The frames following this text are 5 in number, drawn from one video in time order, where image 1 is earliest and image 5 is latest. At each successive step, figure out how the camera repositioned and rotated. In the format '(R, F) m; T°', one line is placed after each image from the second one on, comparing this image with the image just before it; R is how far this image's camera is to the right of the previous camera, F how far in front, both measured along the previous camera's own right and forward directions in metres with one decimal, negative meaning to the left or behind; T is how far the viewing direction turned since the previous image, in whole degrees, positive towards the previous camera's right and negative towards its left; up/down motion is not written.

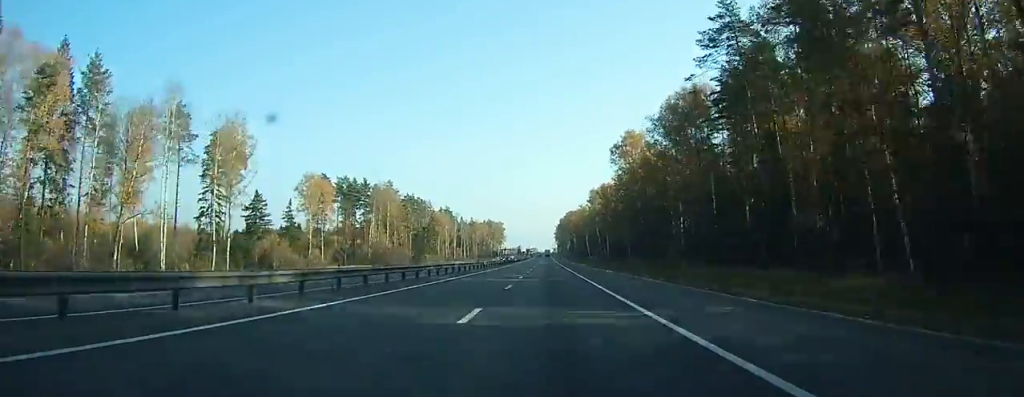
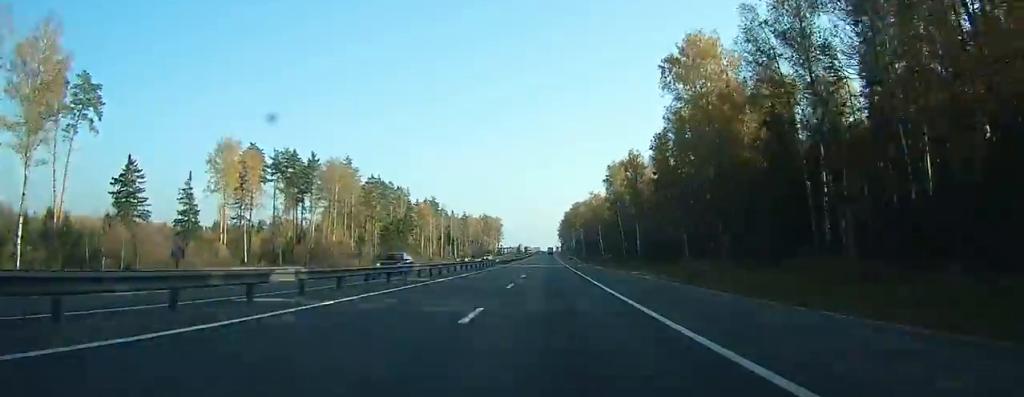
(+0.1, +47.3) m; 0°
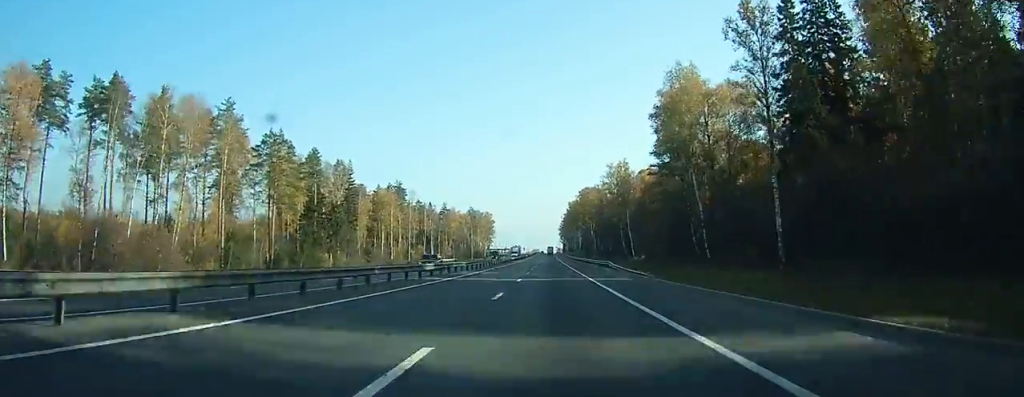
(-0.2, +66.4) m; 0°
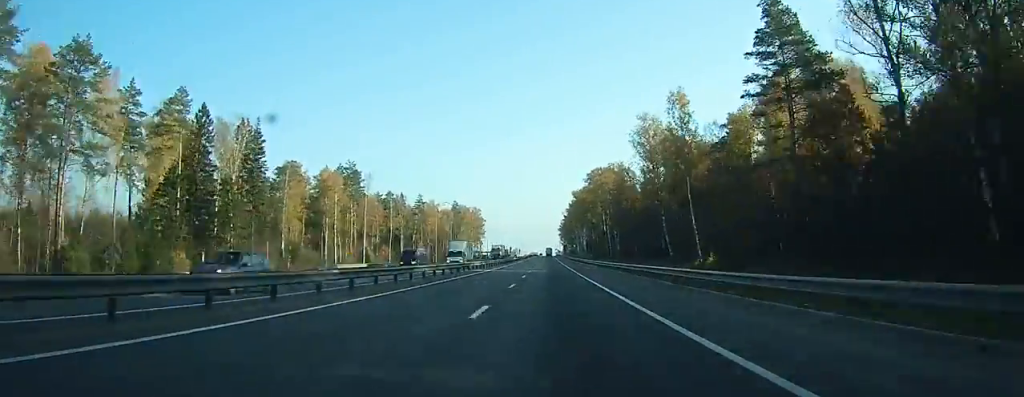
(-0.1, +53.1) m; 0°
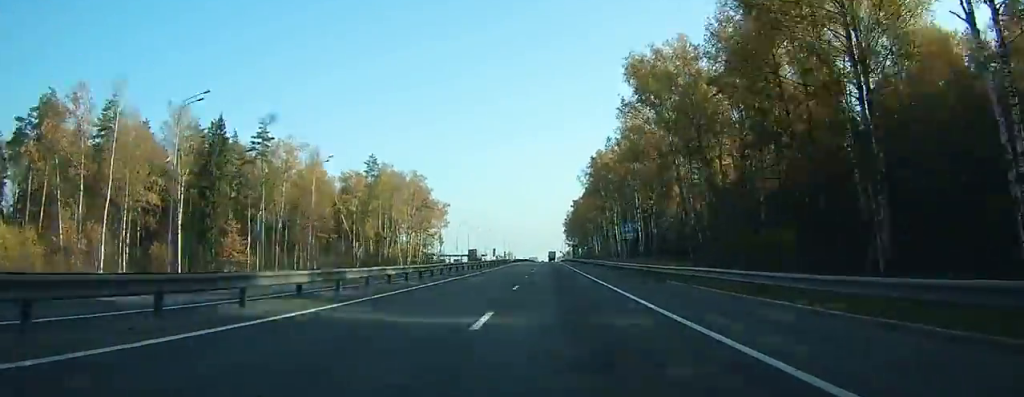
(0.0, +126.7) m; 0°
